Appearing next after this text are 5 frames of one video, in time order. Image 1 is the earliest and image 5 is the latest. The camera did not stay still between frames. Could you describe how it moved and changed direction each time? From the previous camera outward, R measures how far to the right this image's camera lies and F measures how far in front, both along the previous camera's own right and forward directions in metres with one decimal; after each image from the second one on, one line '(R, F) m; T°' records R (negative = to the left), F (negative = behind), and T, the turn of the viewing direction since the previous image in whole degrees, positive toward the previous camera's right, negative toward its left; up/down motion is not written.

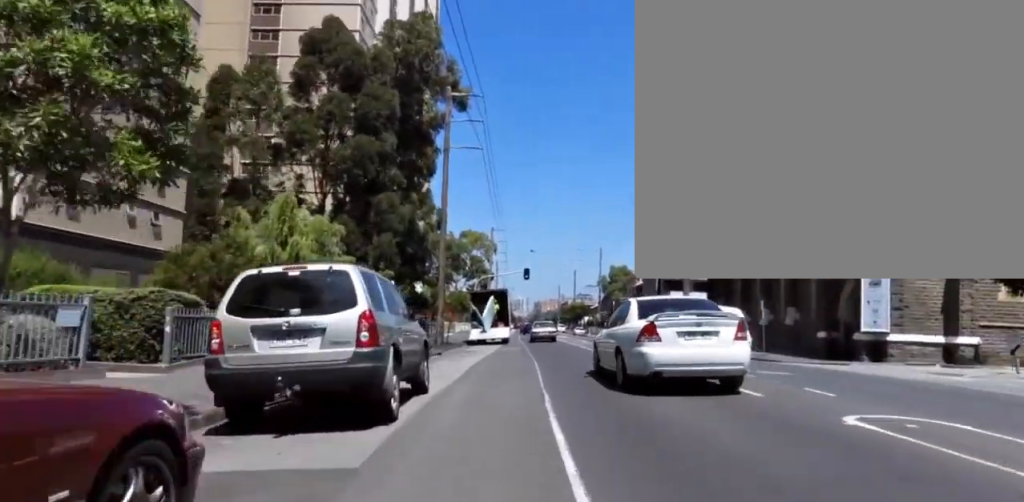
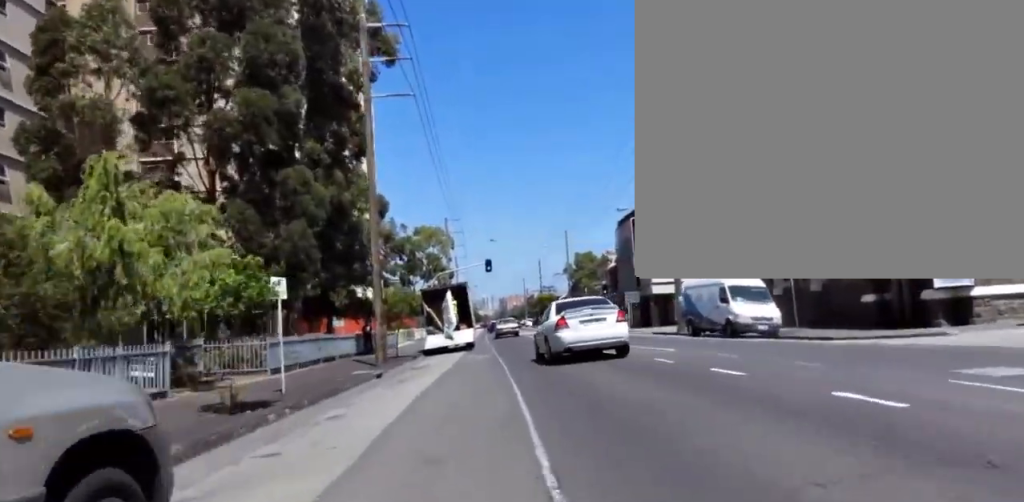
(-0.1, +7.4) m; +5°
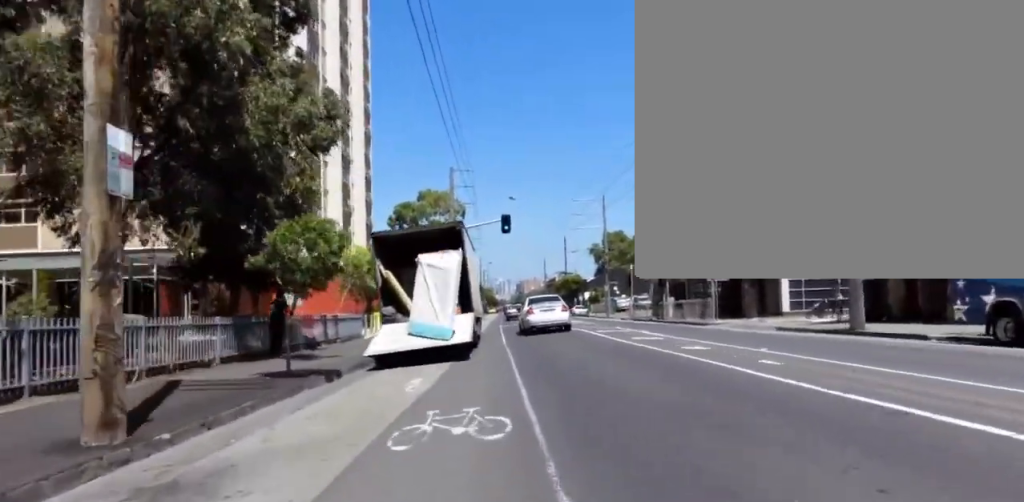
(+0.4, +16.0) m; +1°
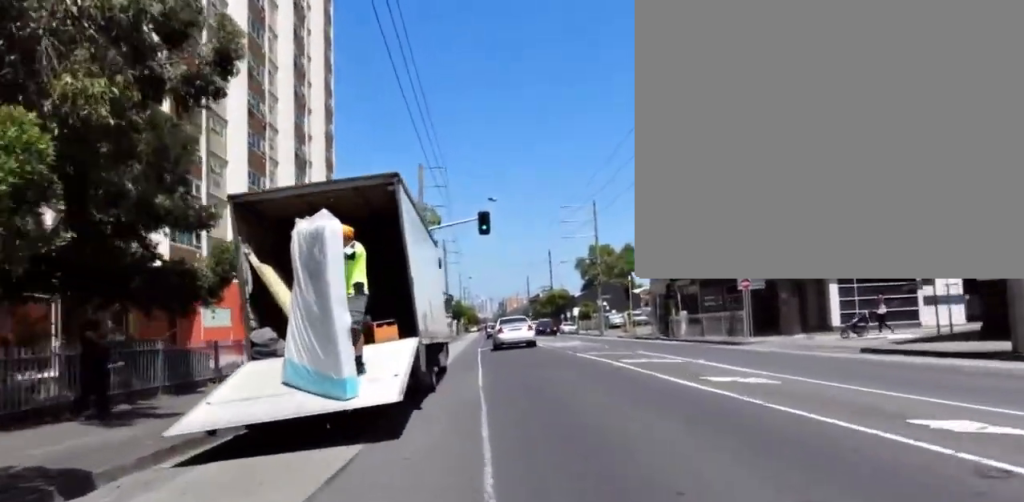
(+0.7, +7.1) m; 0°
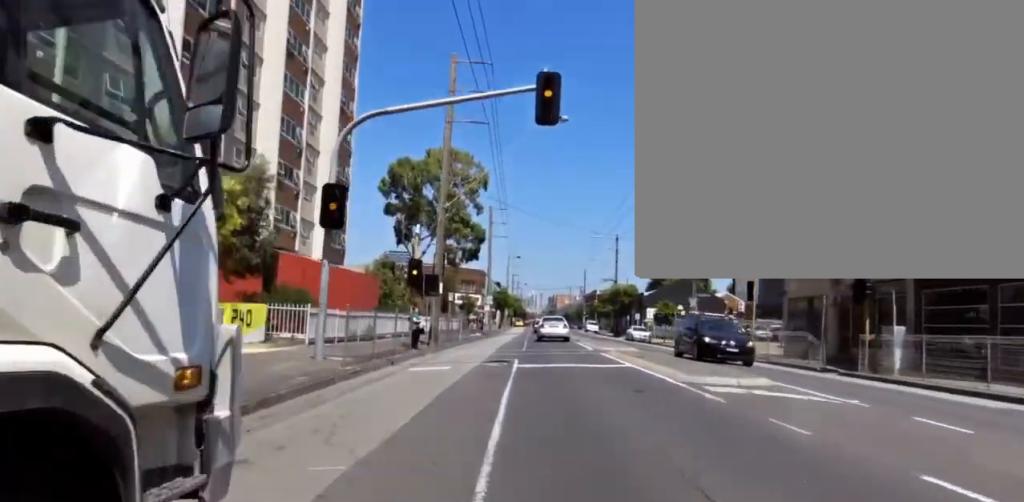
(-0.1, +15.0) m; -1°
